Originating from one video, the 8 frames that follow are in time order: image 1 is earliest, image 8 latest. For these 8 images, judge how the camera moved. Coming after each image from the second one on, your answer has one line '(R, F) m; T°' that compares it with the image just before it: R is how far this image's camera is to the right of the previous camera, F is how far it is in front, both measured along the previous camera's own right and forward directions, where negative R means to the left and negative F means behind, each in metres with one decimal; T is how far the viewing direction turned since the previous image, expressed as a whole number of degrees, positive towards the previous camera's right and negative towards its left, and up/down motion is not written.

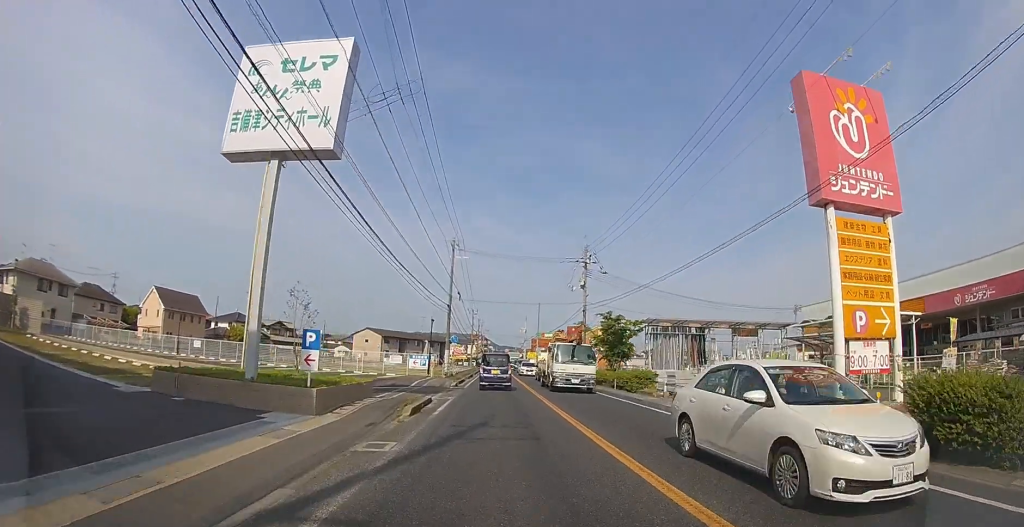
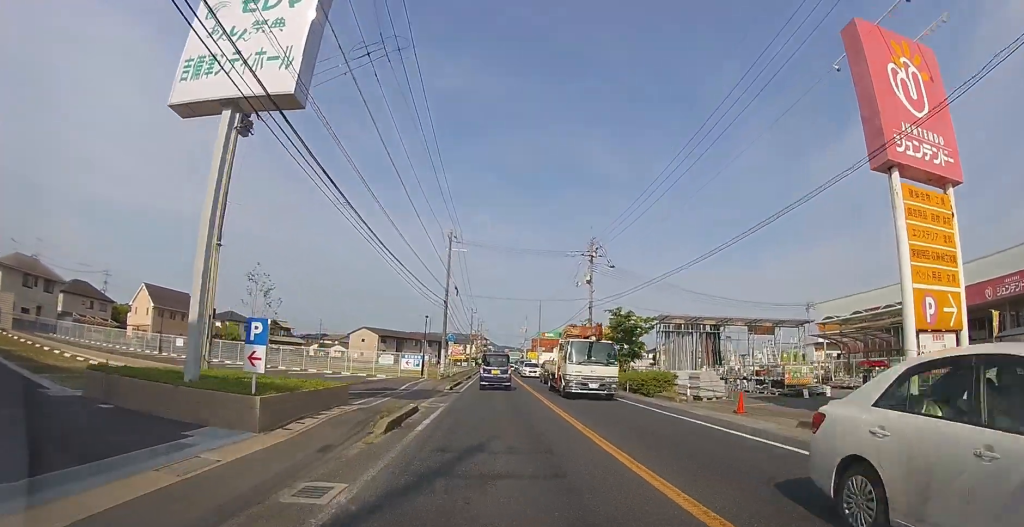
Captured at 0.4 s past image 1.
(+0.1, +2.5) m; +1°
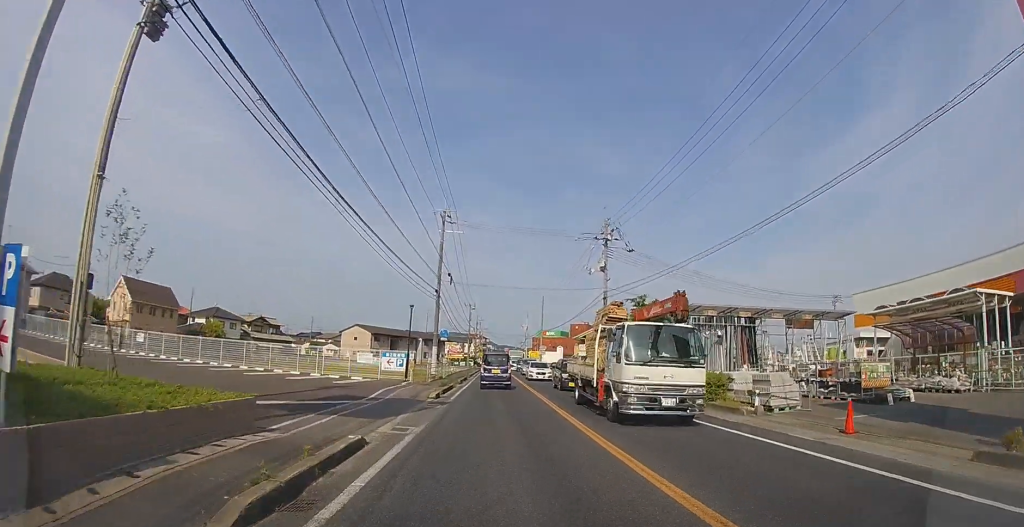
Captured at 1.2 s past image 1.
(+0.1, +5.3) m; 0°
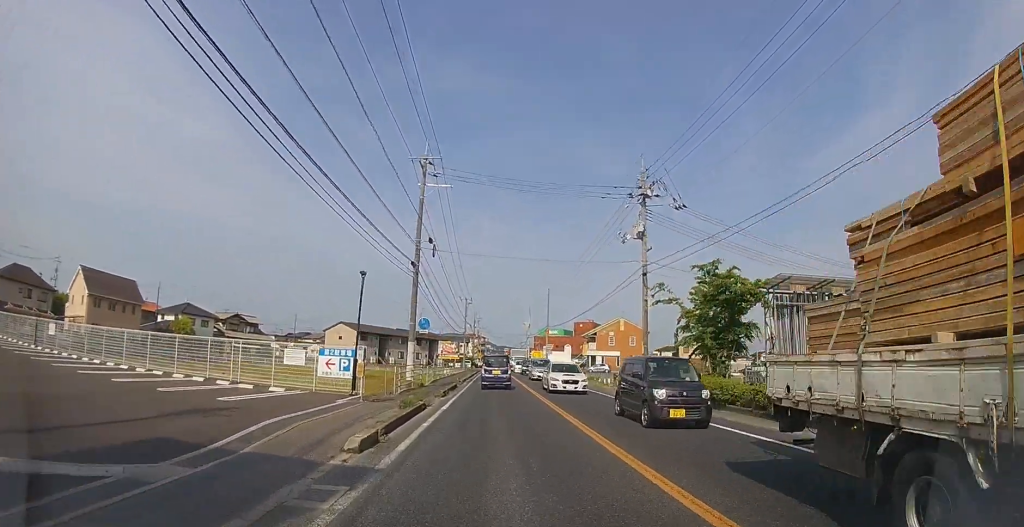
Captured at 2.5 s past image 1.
(-0.1, +9.2) m; -1°
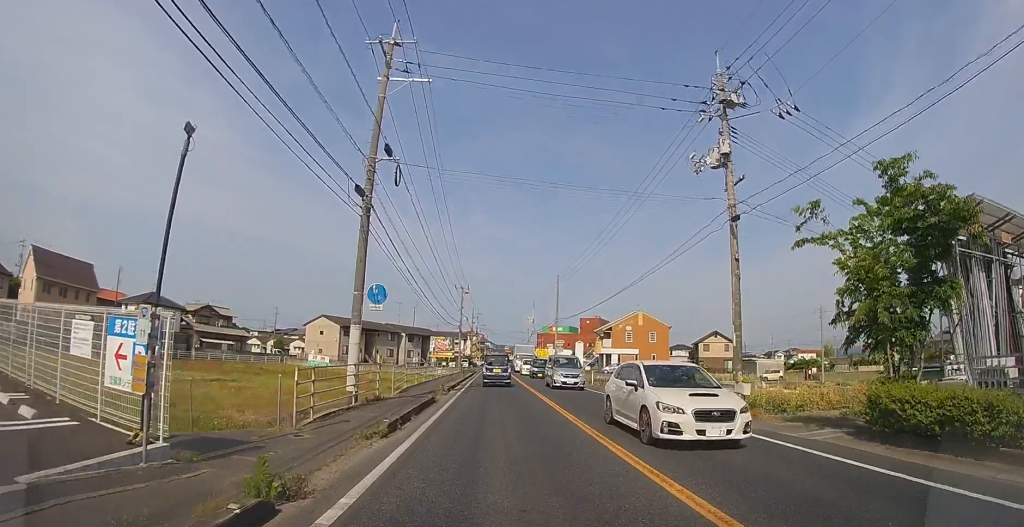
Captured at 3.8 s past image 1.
(0.0, +10.3) m; -1°
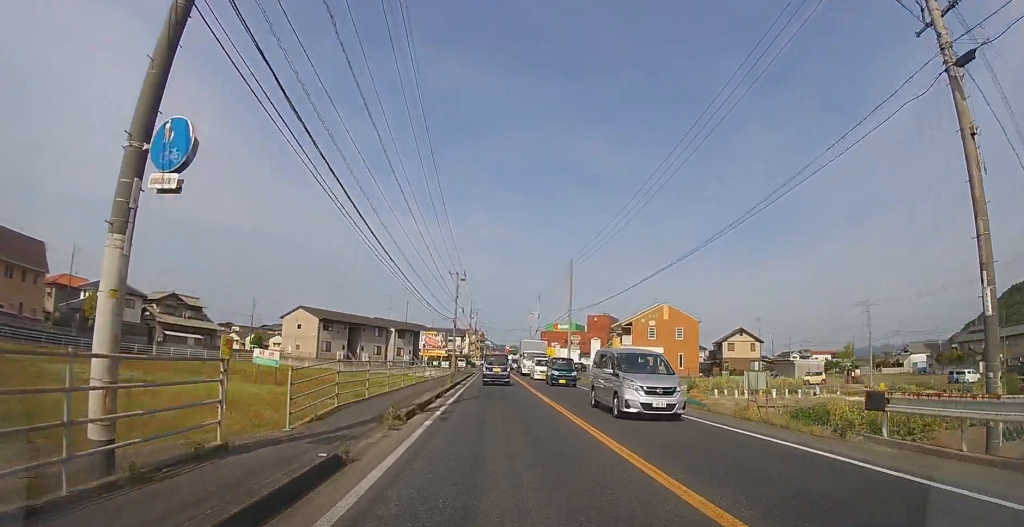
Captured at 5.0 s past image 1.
(0.0, +10.2) m; 0°
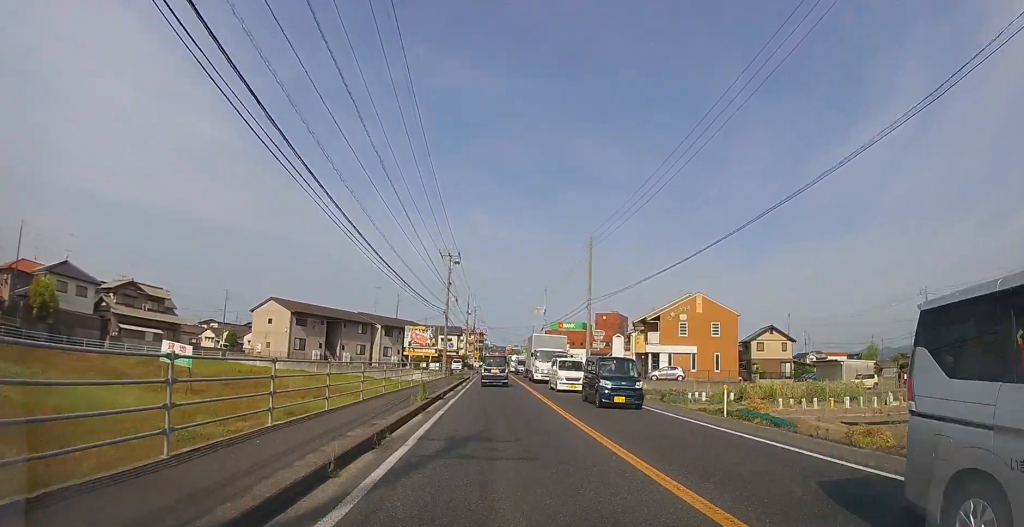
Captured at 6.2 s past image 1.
(+0.1, +10.3) m; 0°
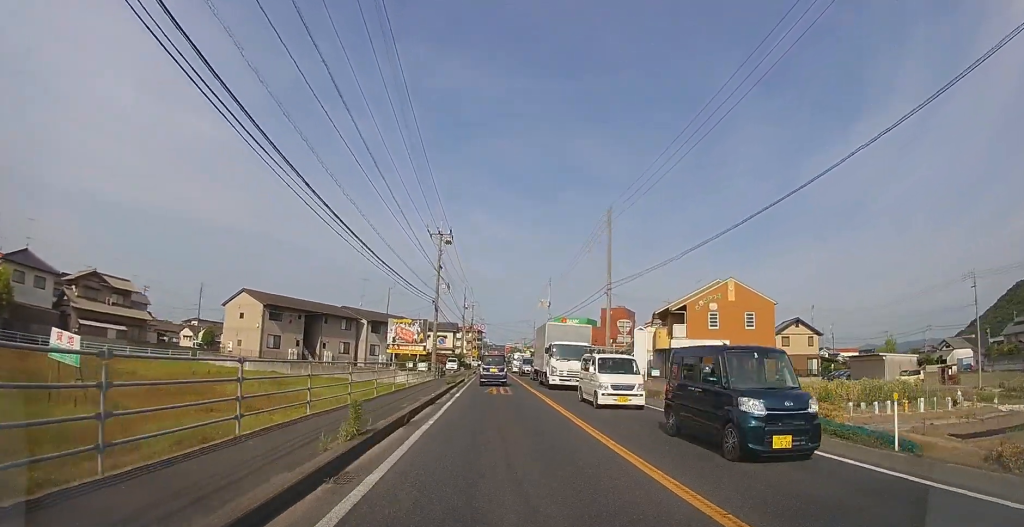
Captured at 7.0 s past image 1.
(0.0, +7.3) m; 0°
